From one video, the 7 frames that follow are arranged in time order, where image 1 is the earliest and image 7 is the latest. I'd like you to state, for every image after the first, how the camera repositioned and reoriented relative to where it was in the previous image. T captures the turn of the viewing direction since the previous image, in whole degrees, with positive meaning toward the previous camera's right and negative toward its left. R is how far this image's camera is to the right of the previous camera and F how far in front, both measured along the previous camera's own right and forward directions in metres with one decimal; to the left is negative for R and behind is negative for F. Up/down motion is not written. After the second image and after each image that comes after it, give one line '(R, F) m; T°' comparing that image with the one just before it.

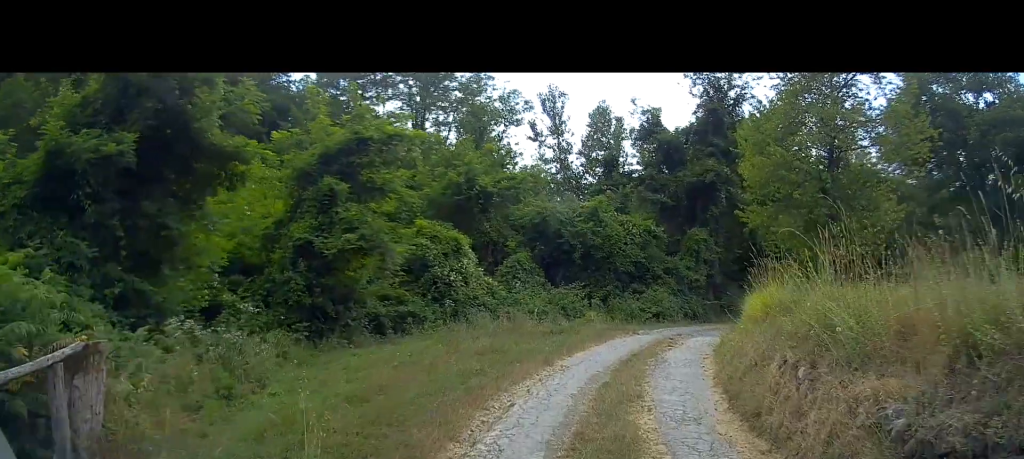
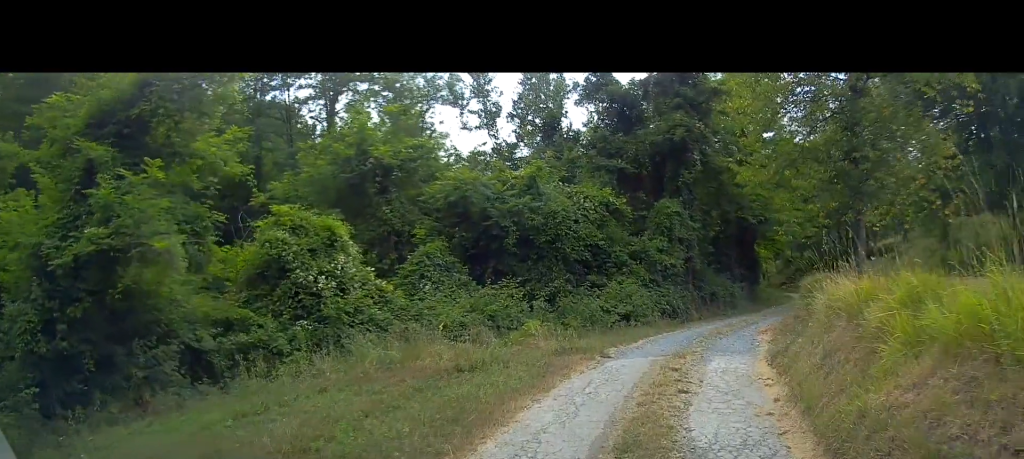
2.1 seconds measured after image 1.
(+0.2, +6.5) m; +4°
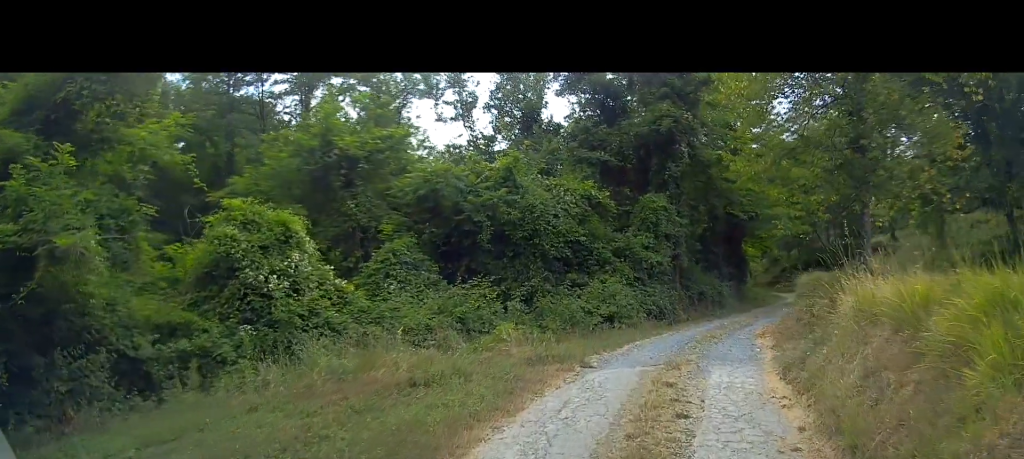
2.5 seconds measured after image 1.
(0.0, +1.5) m; +1°
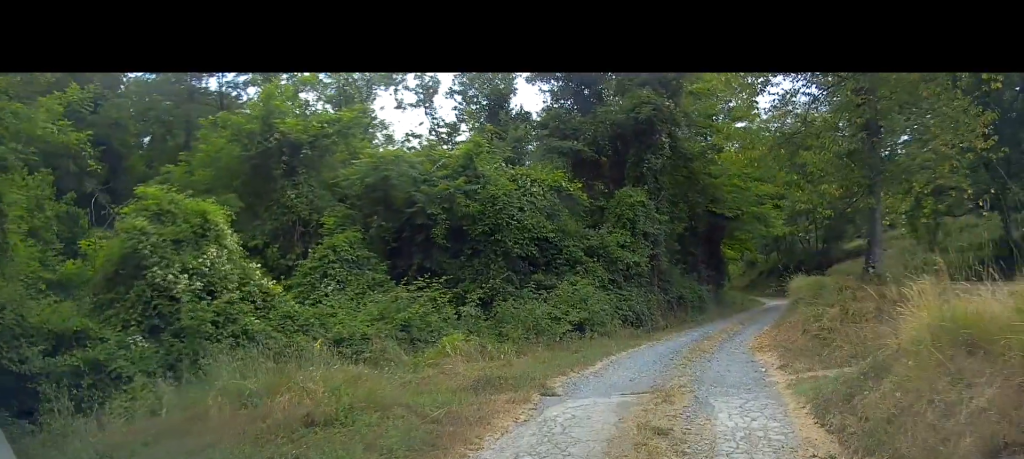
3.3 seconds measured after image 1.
(0.0, +2.4) m; 0°
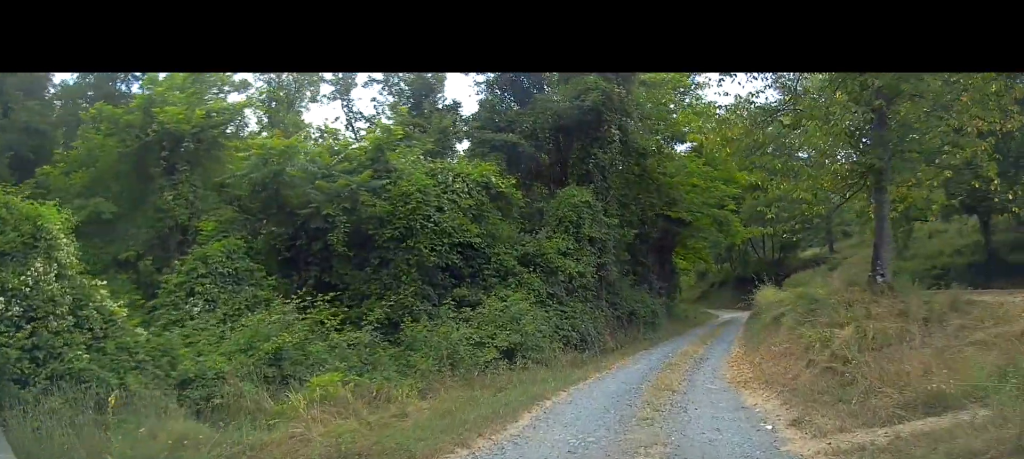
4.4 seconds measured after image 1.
(0.0, +3.5) m; +5°
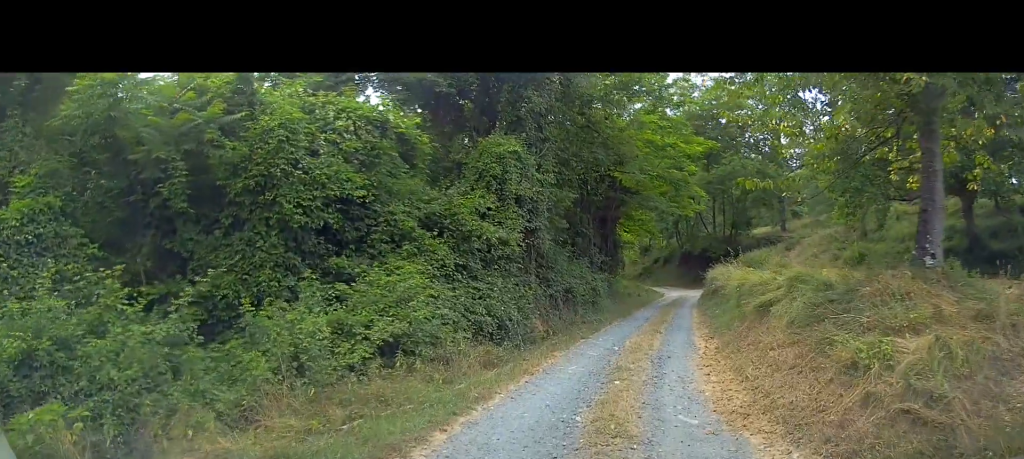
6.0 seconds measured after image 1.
(+0.3, +4.1) m; +3°
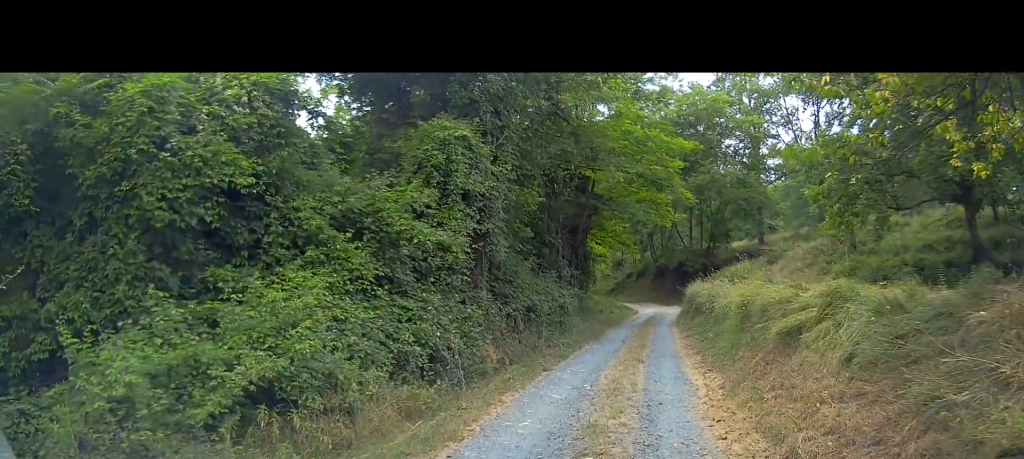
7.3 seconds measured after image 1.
(0.0, +2.7) m; +9°
